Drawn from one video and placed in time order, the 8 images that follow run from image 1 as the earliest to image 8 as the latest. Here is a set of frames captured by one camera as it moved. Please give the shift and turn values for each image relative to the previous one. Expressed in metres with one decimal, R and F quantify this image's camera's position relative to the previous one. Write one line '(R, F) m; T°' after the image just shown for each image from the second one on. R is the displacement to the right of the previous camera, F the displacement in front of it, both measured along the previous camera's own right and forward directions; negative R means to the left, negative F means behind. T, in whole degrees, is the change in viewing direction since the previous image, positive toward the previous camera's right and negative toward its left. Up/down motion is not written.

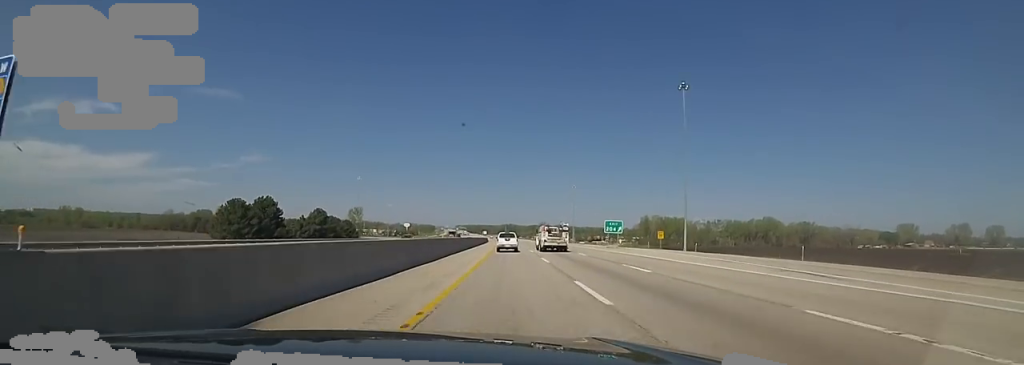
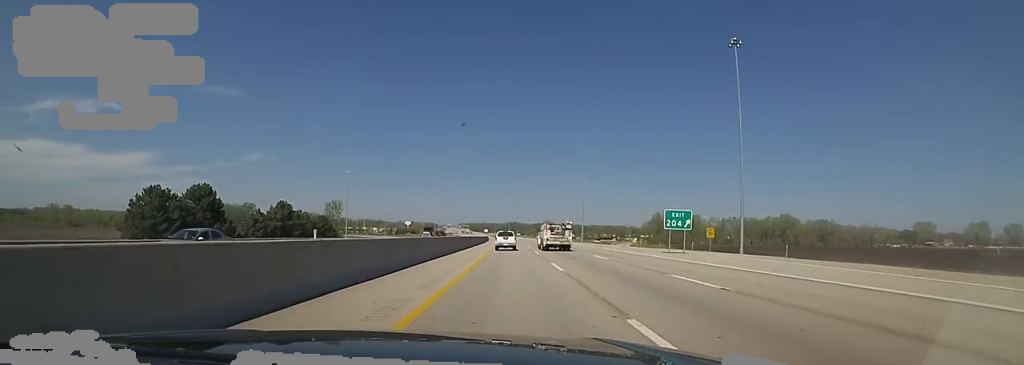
(0.0, +22.4) m; -1°
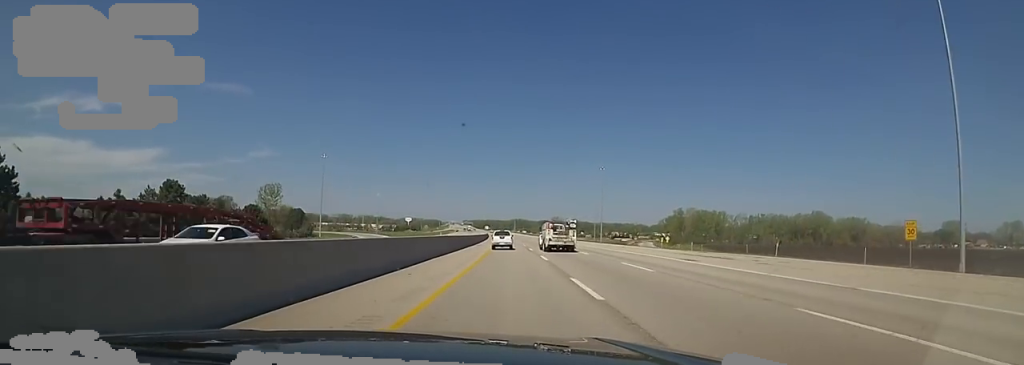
(-0.8, +38.6) m; -2°
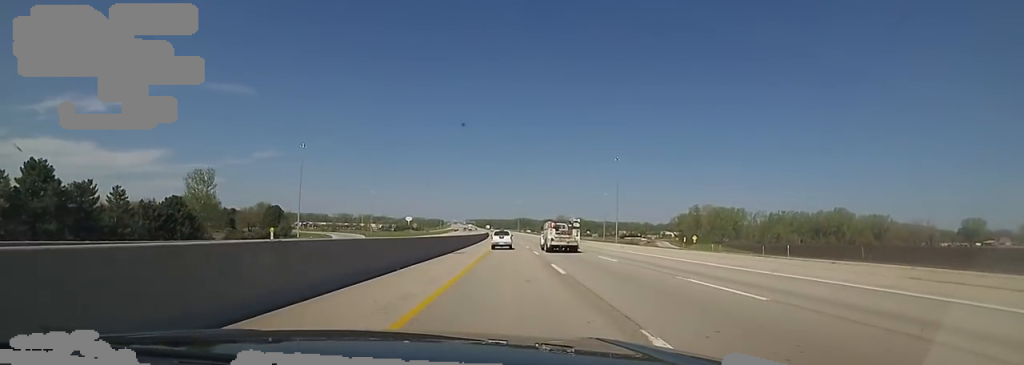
(-0.5, +24.1) m; 0°
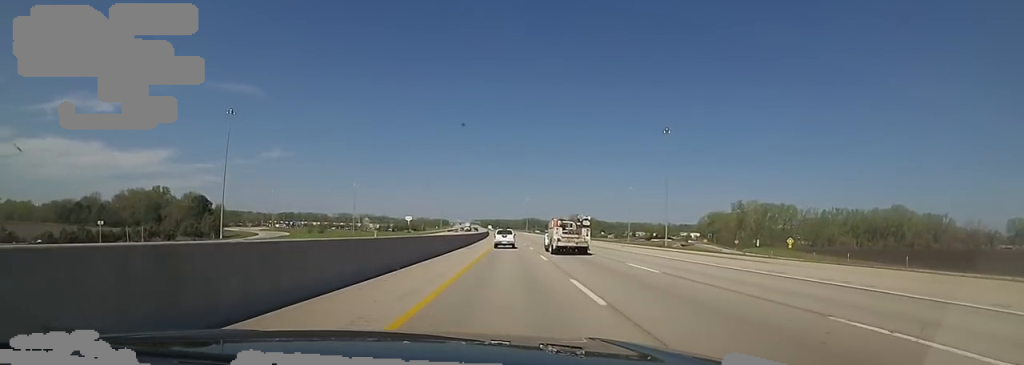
(0.0, +52.8) m; -2°
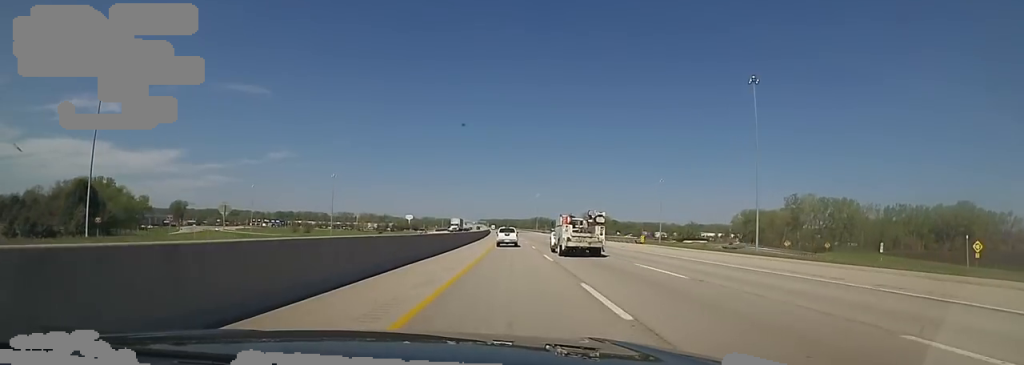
(-0.3, +47.5) m; +2°
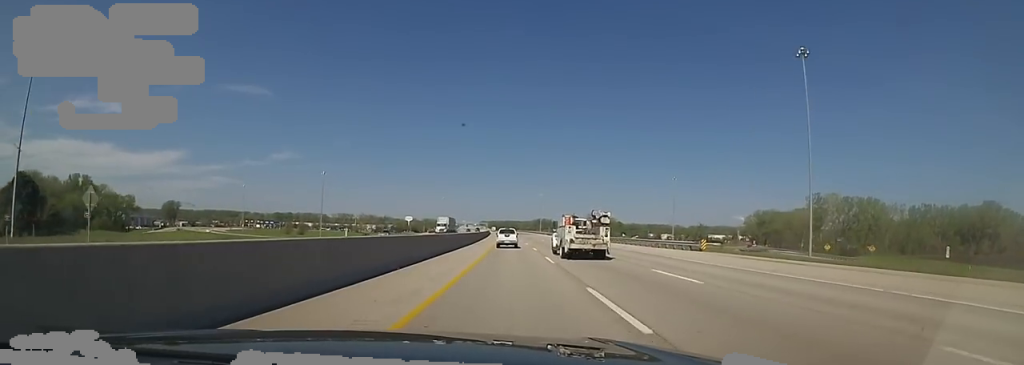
(+0.7, +16.2) m; 0°
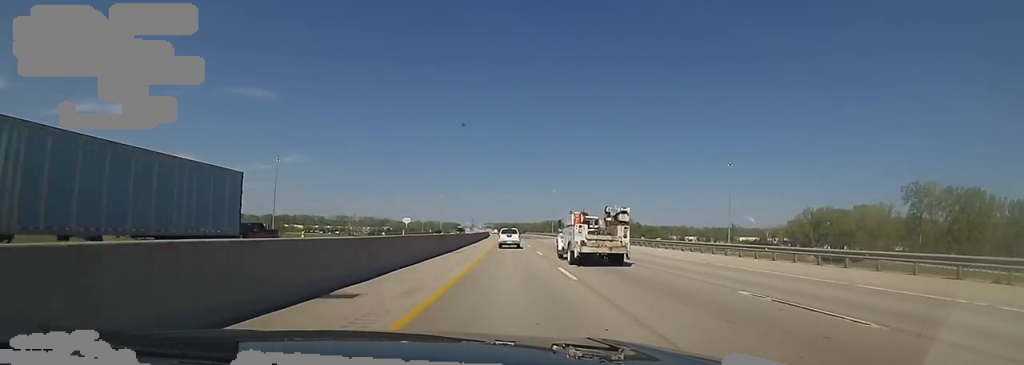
(-1.1, +53.2) m; -5°
